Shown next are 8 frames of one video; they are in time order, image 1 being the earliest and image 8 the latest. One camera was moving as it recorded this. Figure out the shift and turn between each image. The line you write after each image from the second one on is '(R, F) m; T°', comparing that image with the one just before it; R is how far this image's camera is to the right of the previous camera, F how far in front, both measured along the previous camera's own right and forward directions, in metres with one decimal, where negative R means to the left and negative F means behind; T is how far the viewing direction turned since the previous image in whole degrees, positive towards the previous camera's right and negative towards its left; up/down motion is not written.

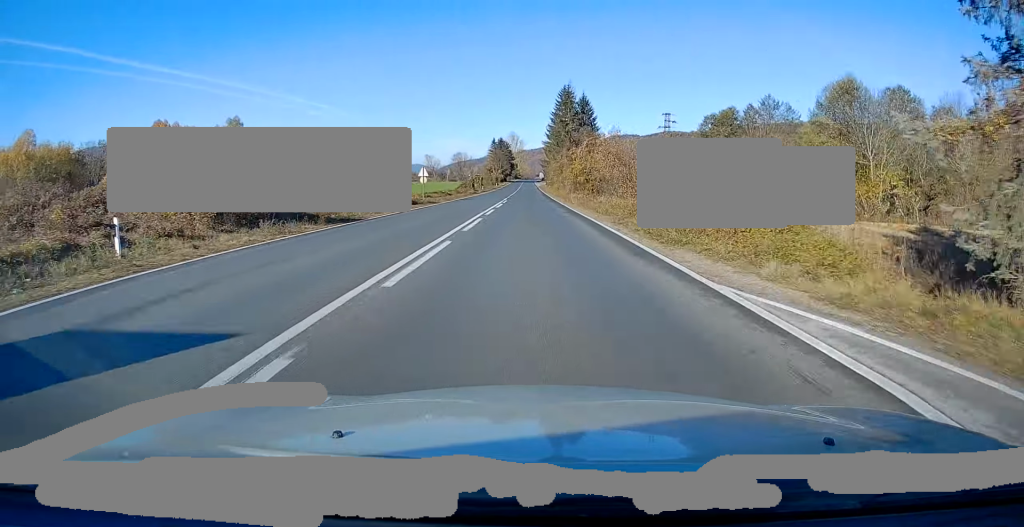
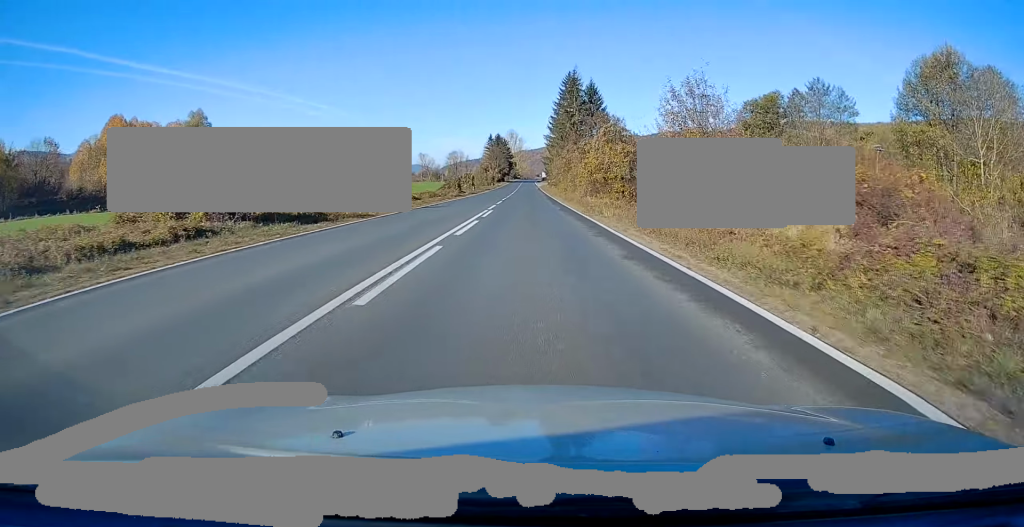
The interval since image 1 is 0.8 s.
(-0.1, +19.1) m; -1°
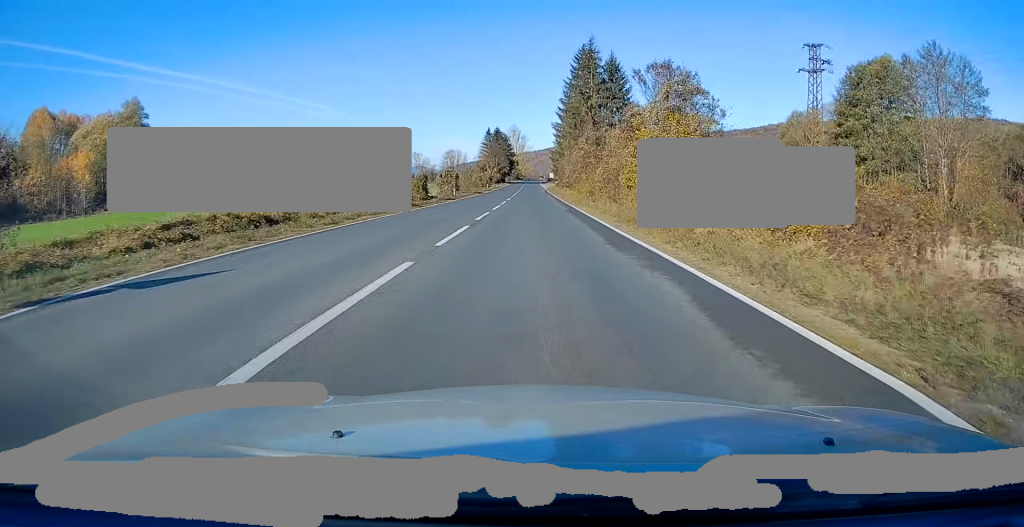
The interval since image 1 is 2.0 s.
(-0.2, +27.5) m; -1°
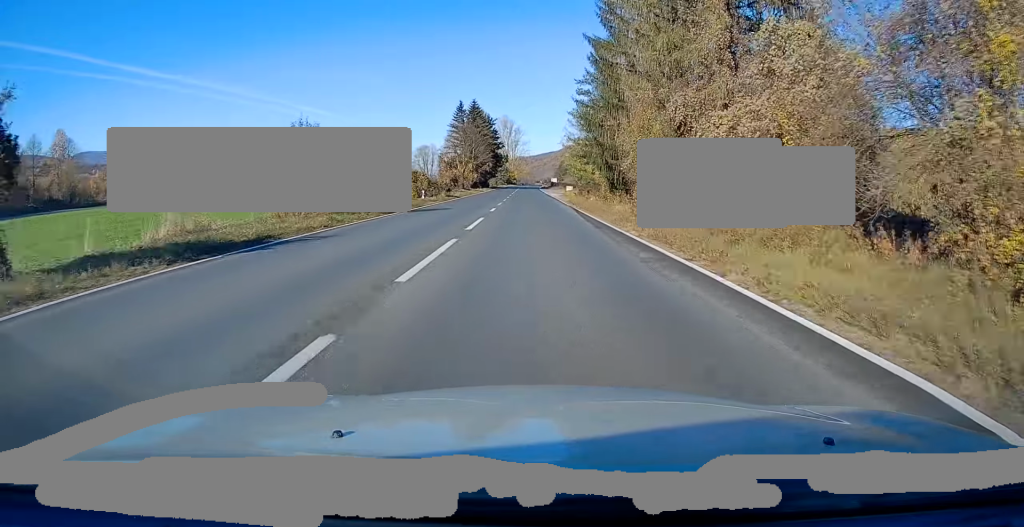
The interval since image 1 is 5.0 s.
(0.0, +67.2) m; 0°
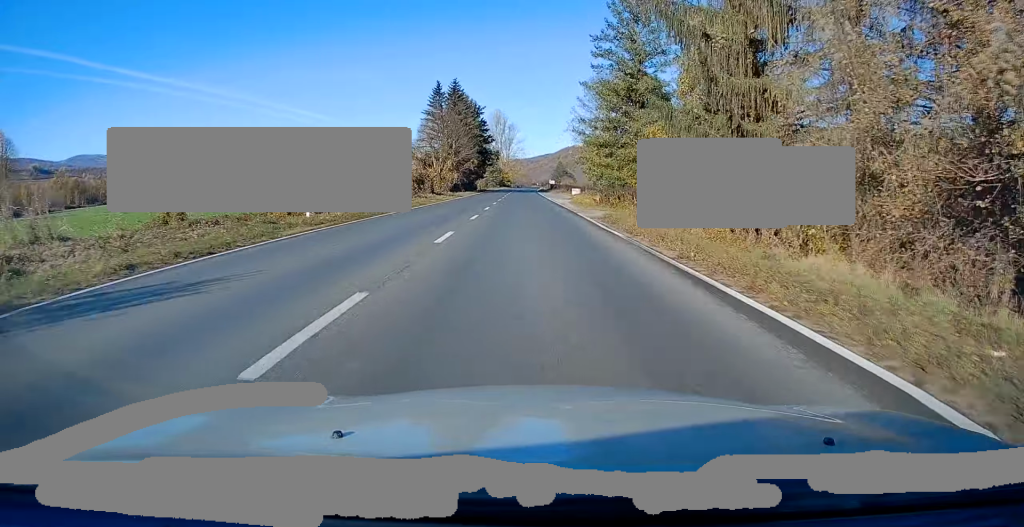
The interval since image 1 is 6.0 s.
(0.0, +24.5) m; +1°
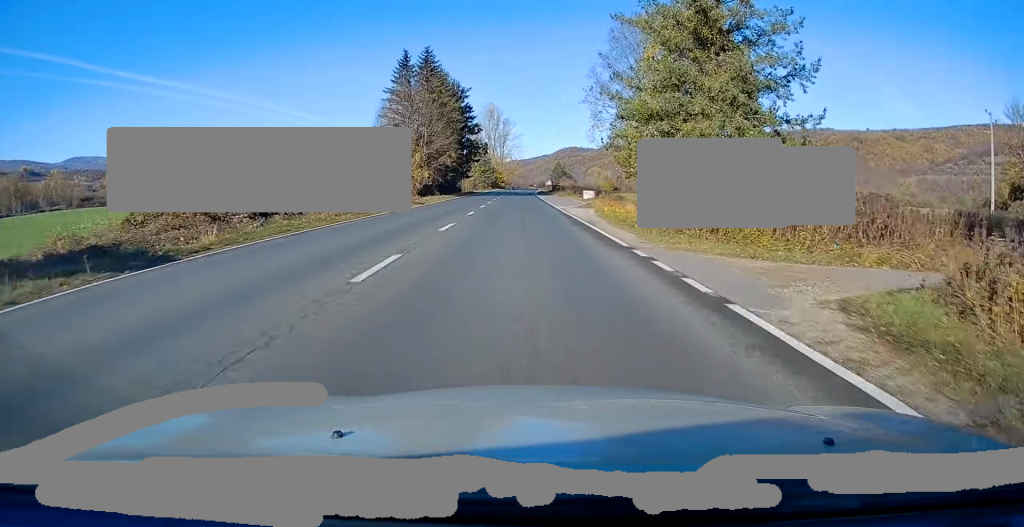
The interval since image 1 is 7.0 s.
(+0.3, +22.8) m; +1°
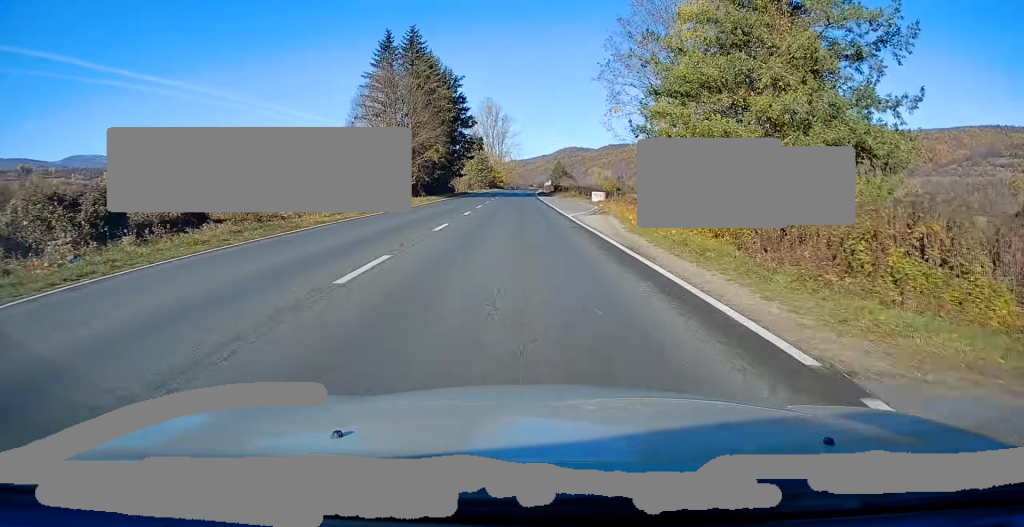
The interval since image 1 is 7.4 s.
(+0.1, +9.1) m; 0°
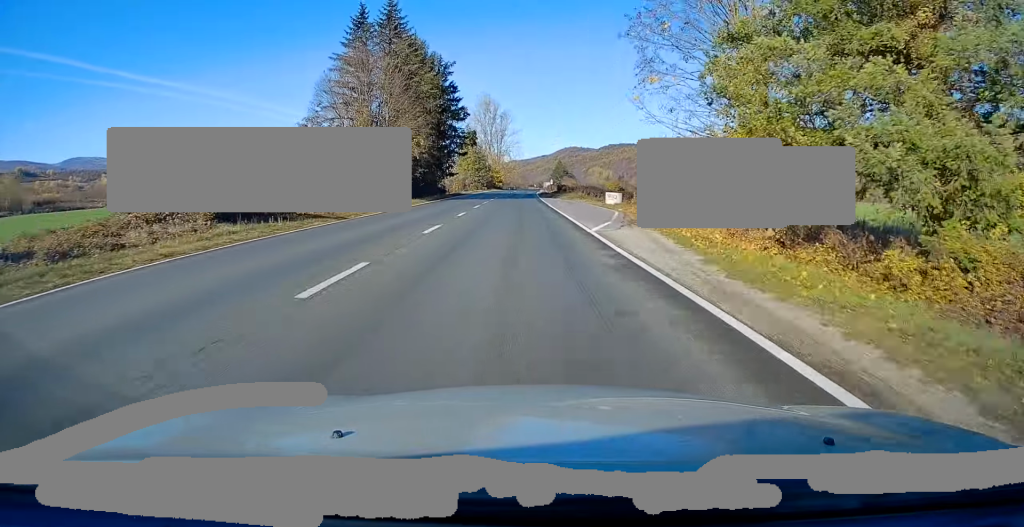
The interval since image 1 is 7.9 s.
(-0.1, +9.8) m; 0°
